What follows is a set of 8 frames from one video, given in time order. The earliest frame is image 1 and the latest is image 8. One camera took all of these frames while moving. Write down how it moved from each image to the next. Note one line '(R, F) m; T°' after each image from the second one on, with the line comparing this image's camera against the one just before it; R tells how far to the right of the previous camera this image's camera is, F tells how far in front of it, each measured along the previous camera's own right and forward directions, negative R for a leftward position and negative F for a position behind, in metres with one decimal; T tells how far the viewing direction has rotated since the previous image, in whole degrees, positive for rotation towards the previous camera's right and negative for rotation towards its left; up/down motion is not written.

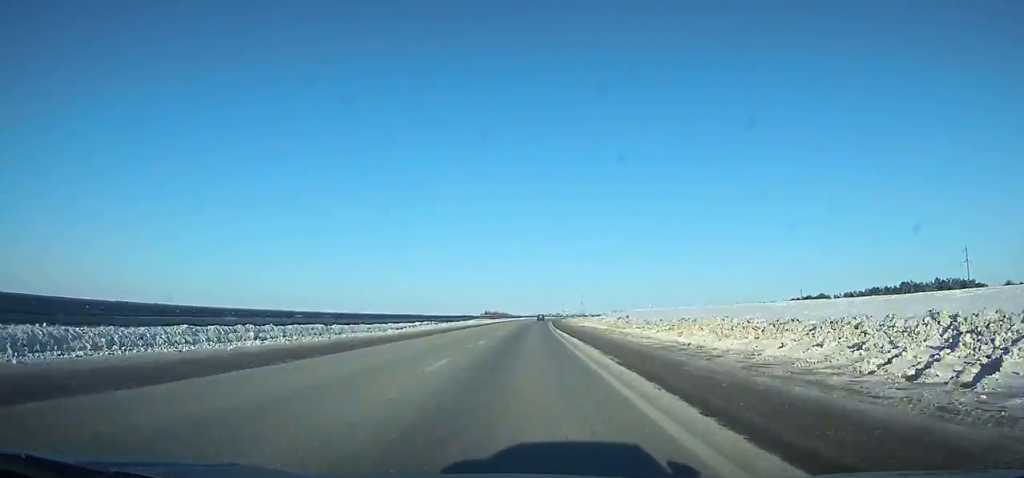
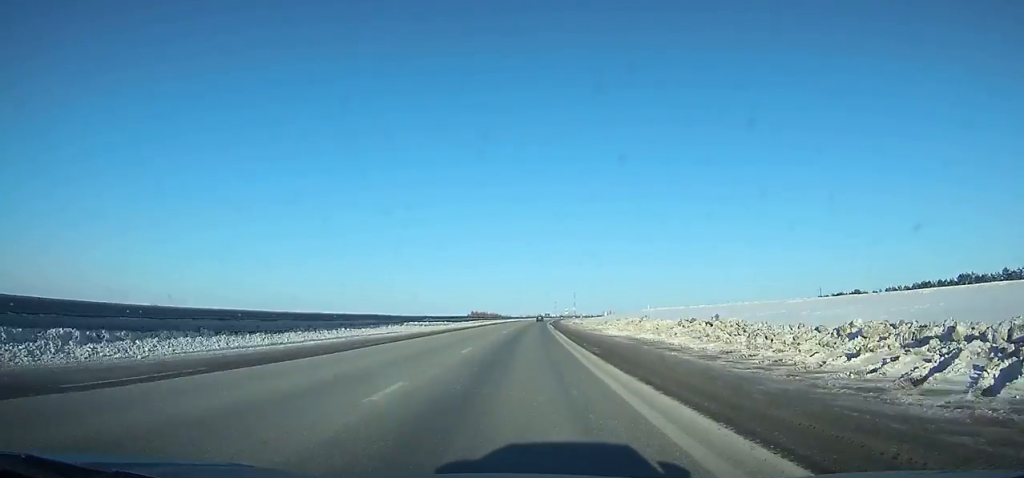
(+0.4, +40.5) m; +1°
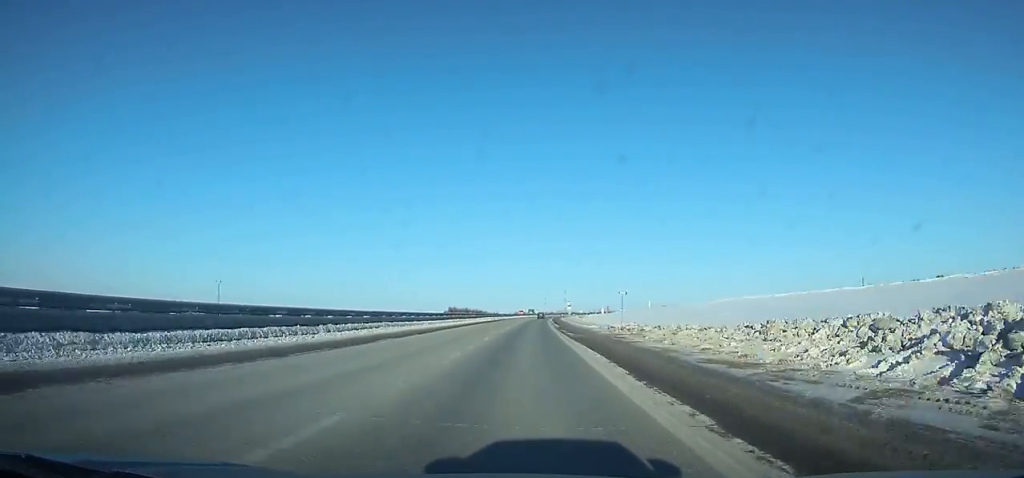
(+0.7, +62.0) m; +1°
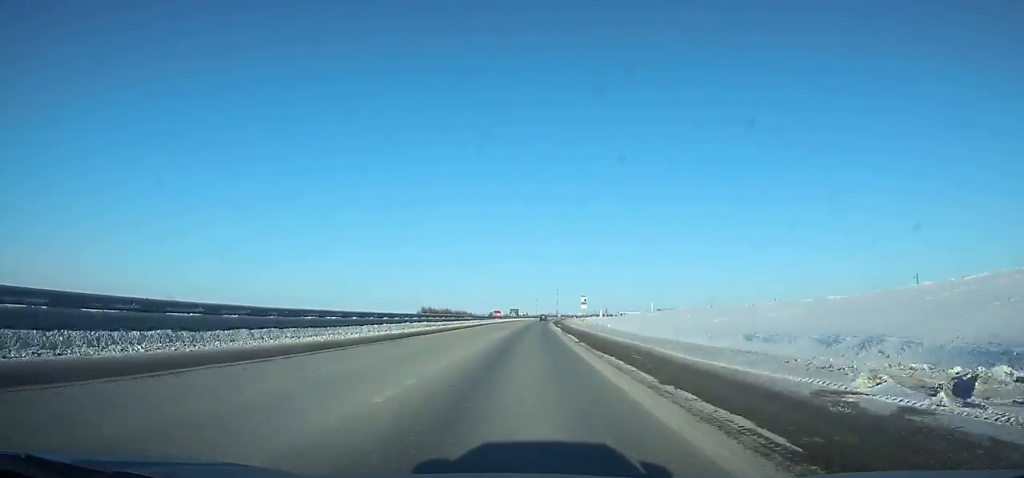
(+0.4, +56.7) m; +1°
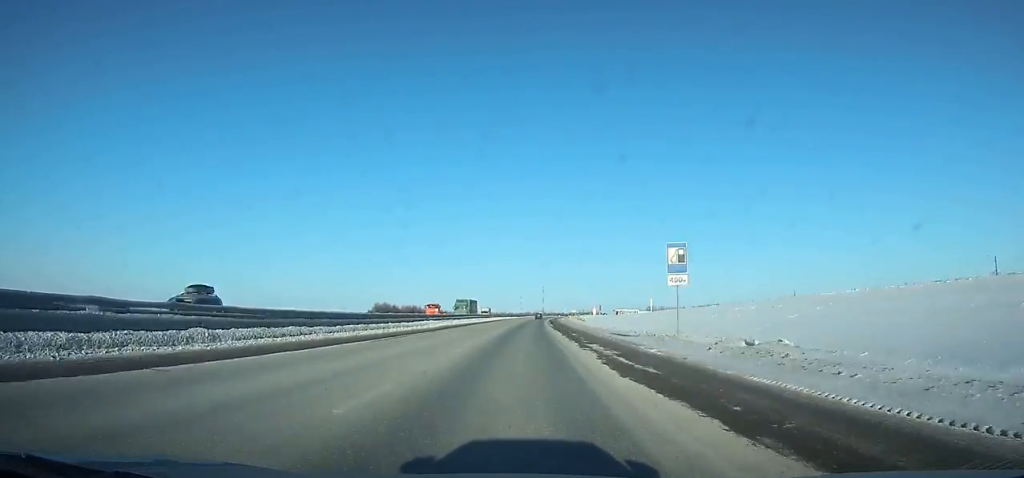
(+0.5, +62.0) m; +1°
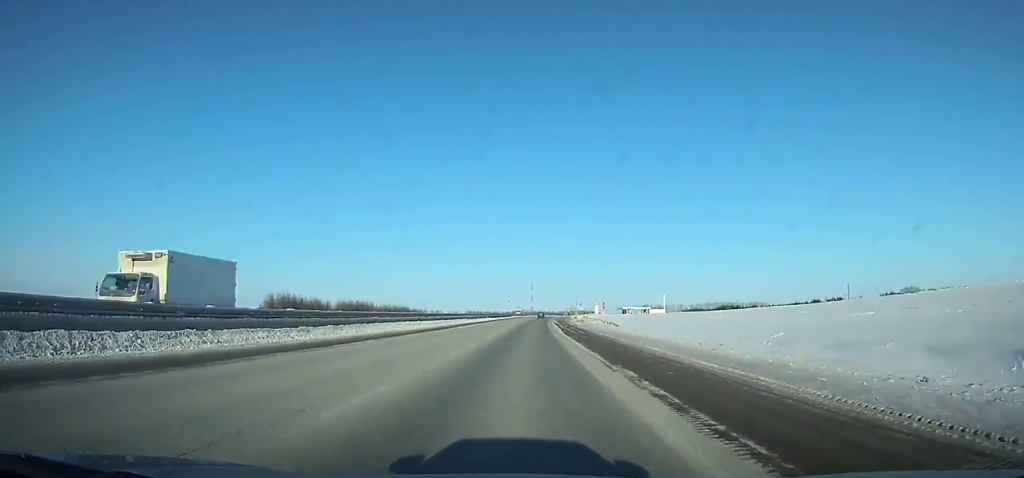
(+1.0, +83.7) m; +2°
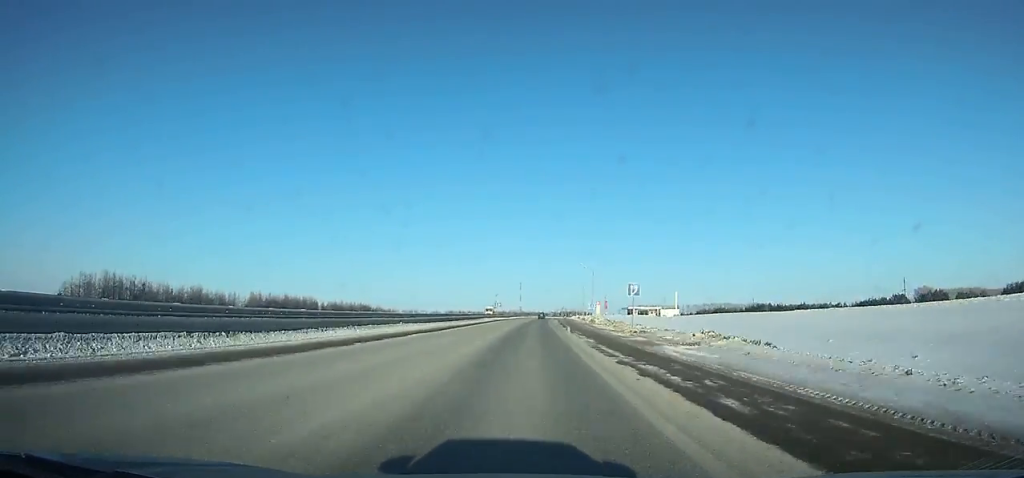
(+0.9, +62.0) m; +1°
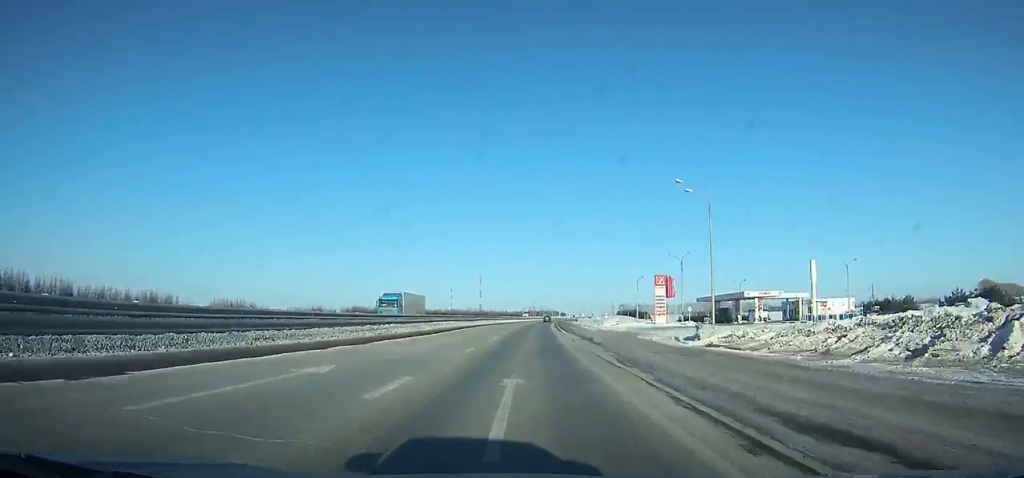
(+6.1, +198.9) m; +4°
